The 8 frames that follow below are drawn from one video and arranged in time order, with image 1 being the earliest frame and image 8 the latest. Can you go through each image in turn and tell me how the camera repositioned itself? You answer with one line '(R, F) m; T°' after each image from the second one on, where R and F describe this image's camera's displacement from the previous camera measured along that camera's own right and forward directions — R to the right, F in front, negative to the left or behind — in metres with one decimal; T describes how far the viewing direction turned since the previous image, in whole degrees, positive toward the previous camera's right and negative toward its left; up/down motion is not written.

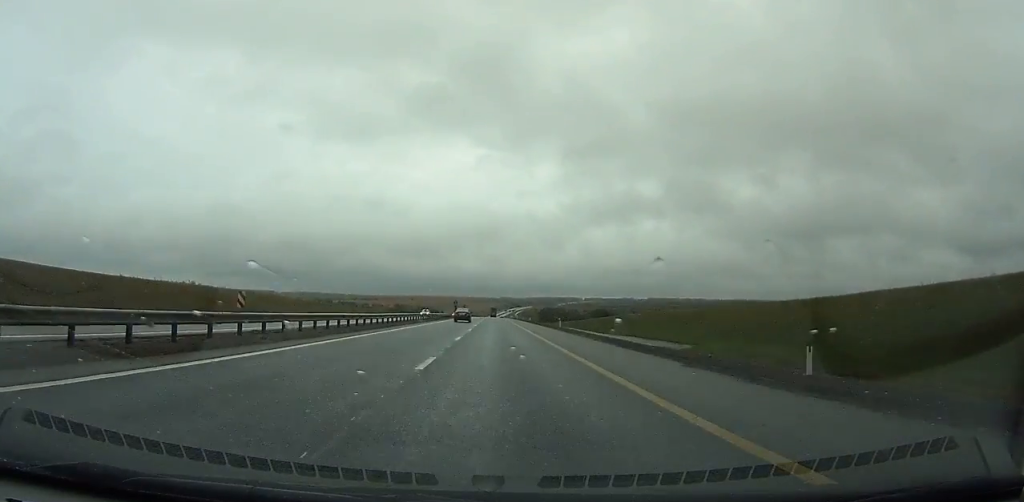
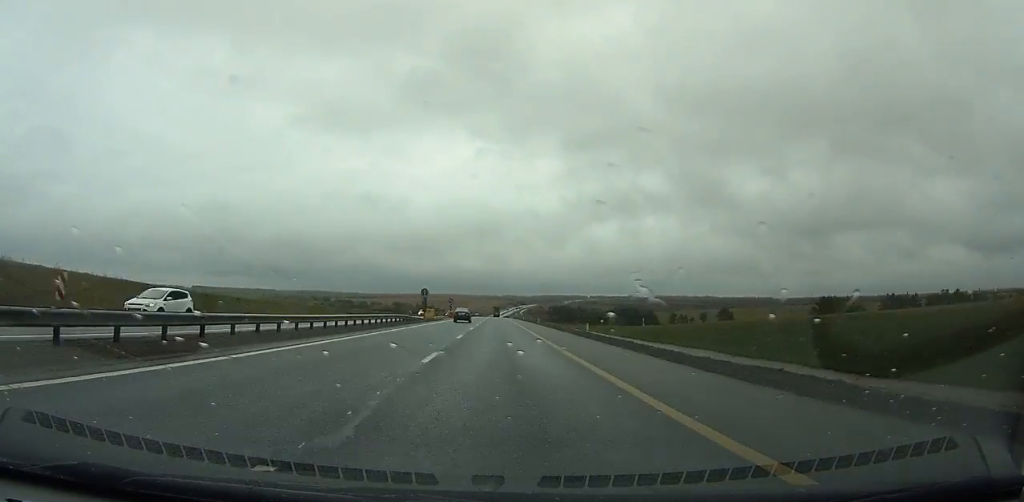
(-0.2, +57.8) m; 0°
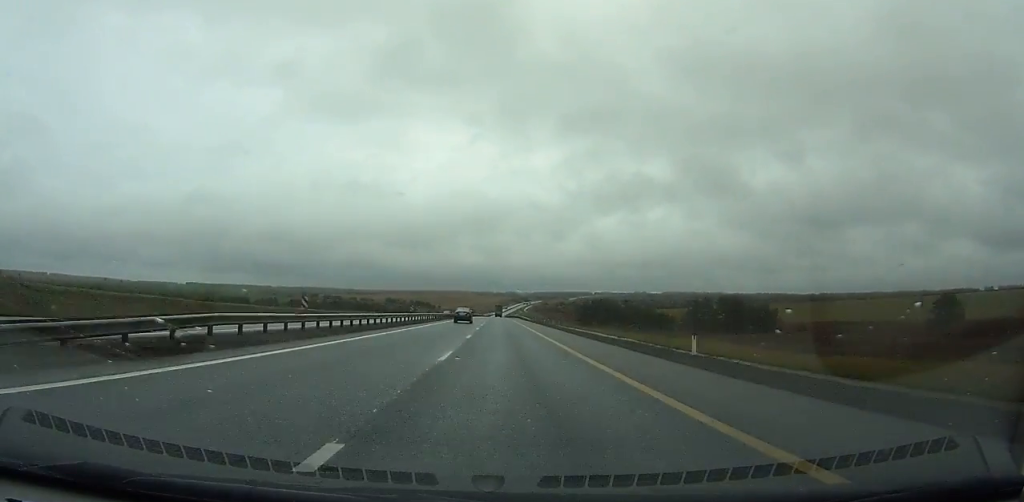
(-0.3, +104.9) m; 0°
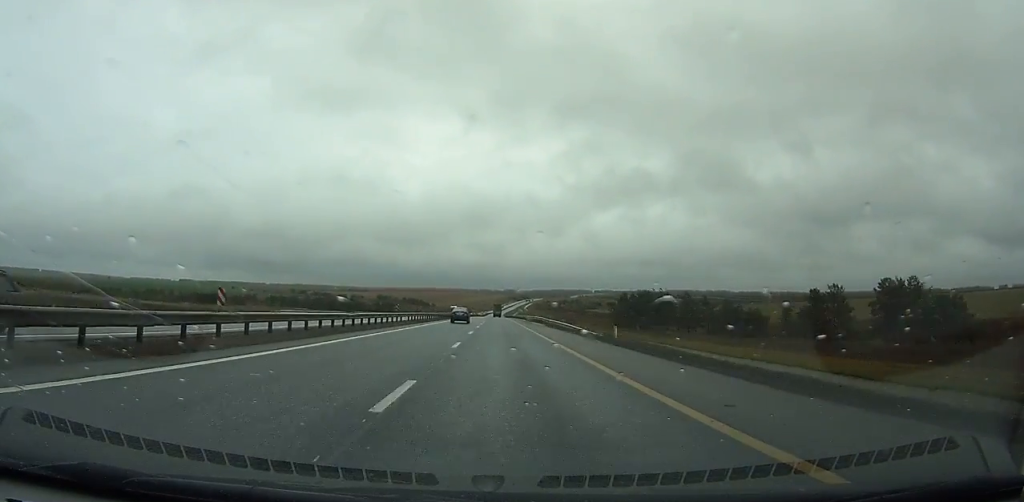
(-0.1, +67.6) m; 0°
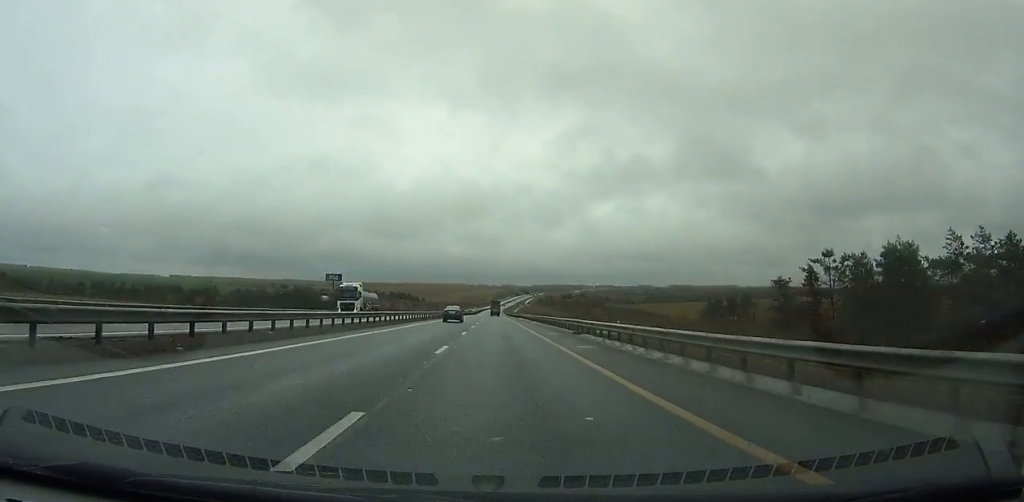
(+0.3, +98.2) m; 0°
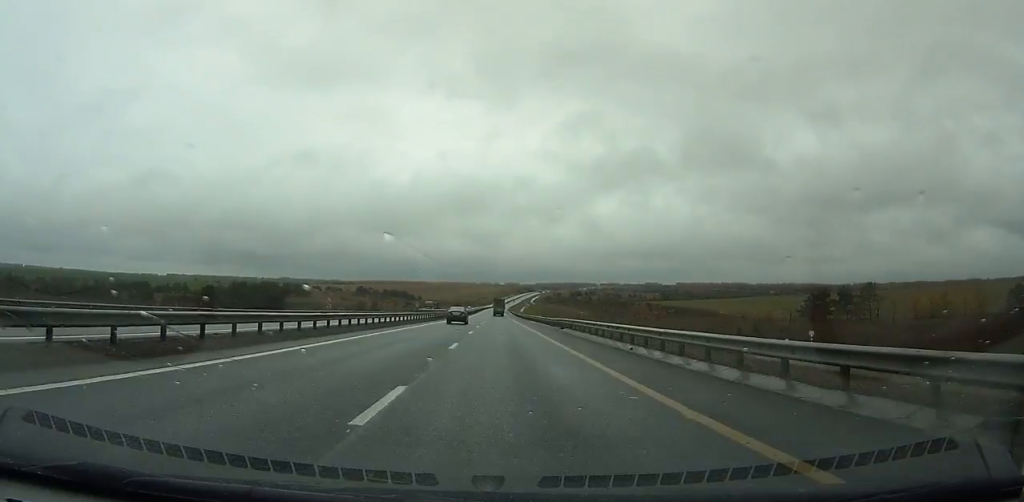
(-0.2, +67.9) m; 0°
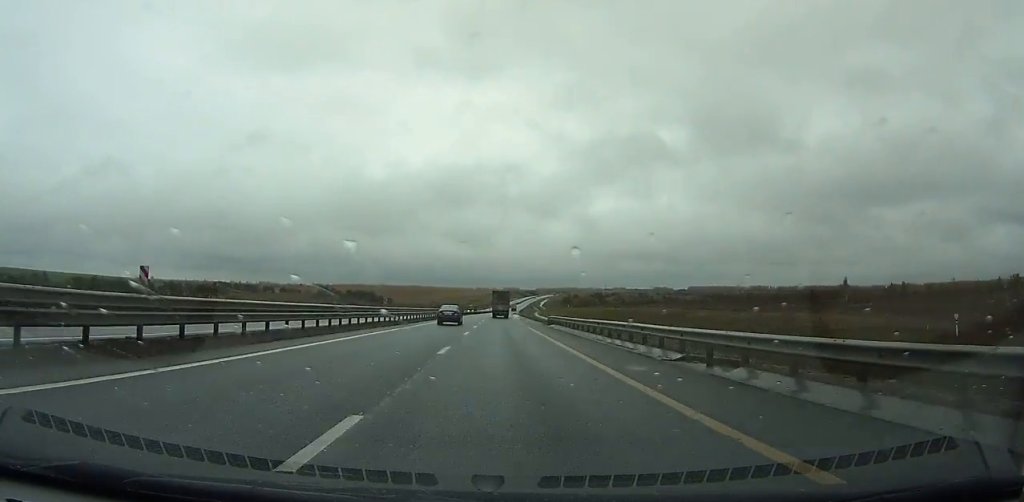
(+0.1, +190.9) m; 0°
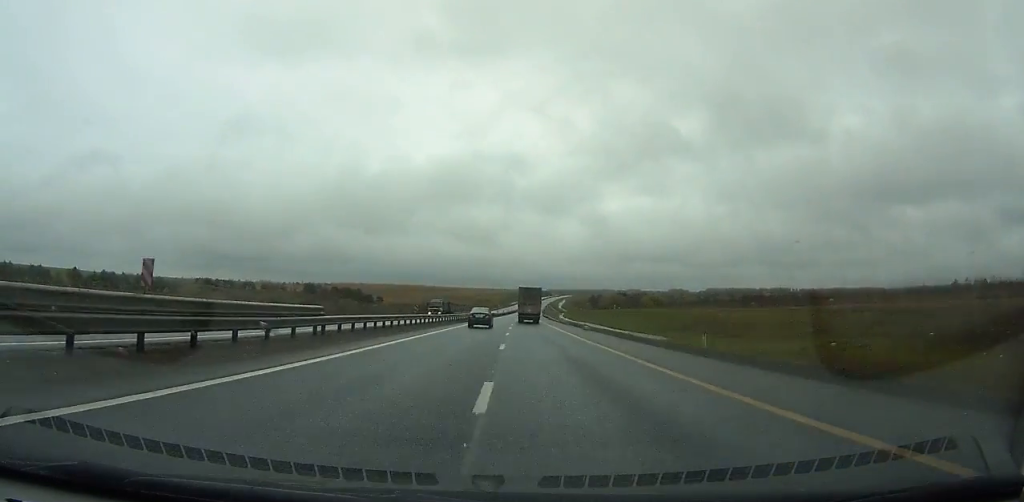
(-0.1, +92.4) m; 0°
